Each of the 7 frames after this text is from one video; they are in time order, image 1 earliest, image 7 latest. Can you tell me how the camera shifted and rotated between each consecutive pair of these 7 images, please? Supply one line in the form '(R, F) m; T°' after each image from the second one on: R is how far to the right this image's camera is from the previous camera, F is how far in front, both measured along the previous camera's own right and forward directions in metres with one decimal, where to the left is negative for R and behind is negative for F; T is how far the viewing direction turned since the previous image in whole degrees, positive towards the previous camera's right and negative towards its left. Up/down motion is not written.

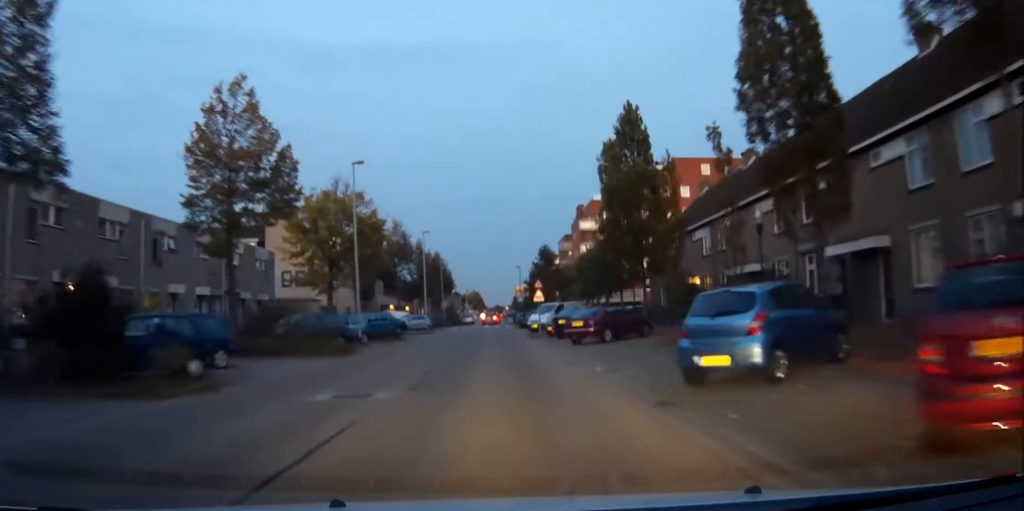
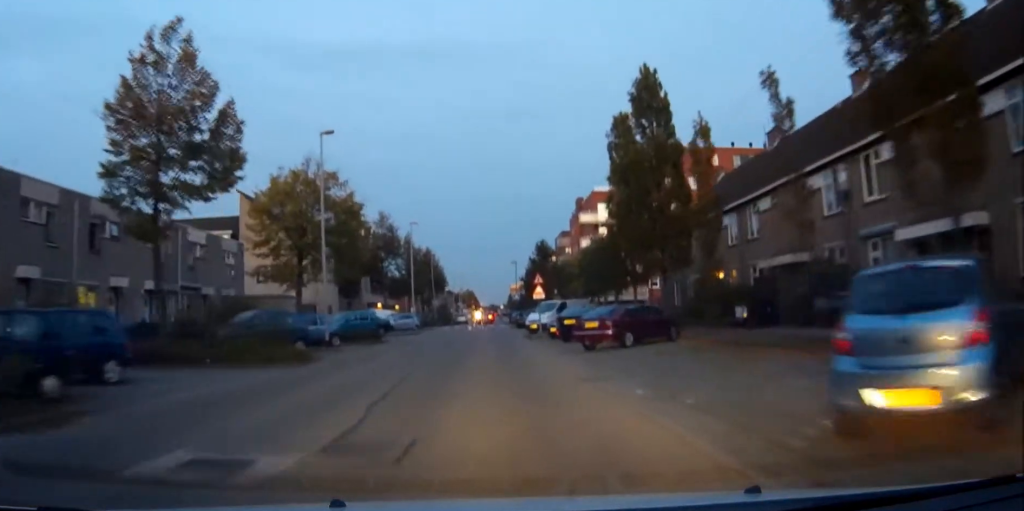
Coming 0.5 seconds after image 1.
(0.0, +5.5) m; 0°
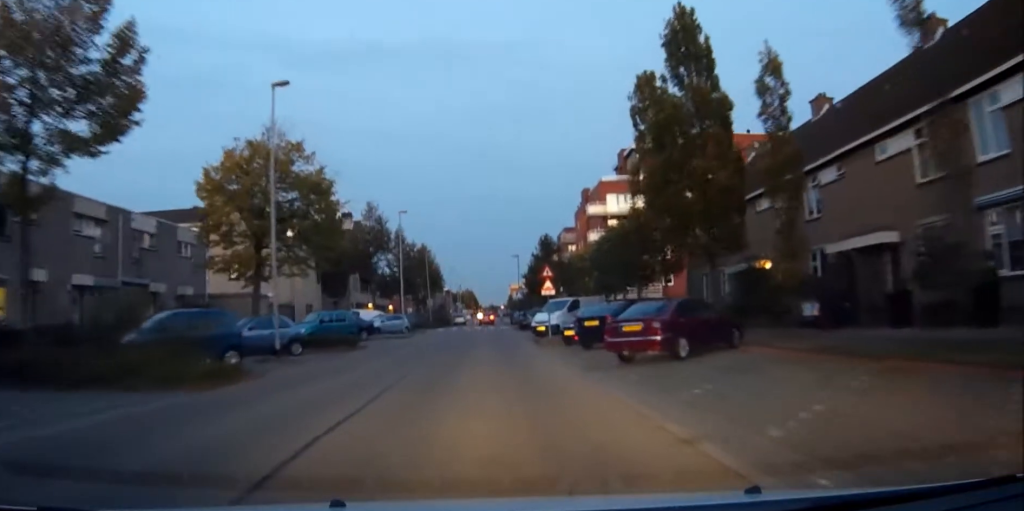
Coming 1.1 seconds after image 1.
(0.0, +6.4) m; 0°
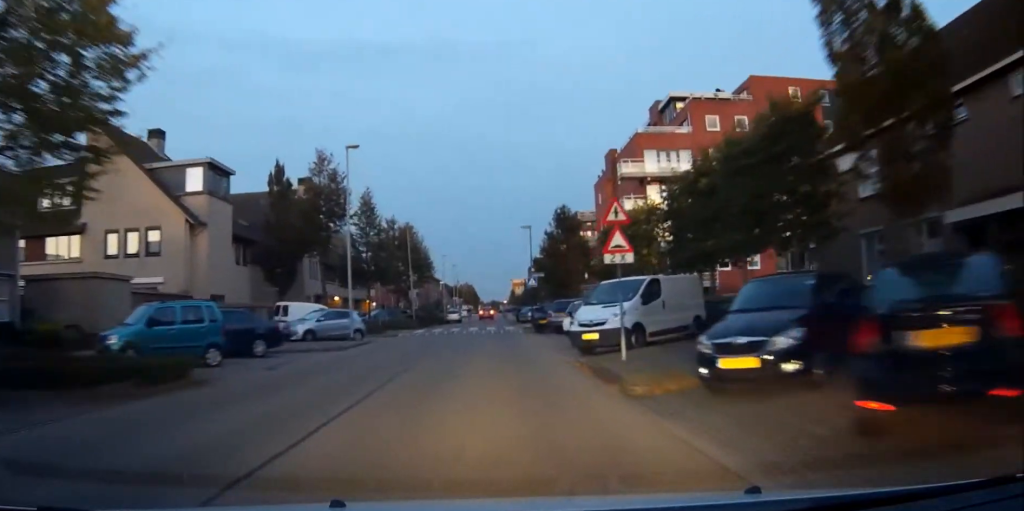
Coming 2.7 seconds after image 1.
(-0.3, +18.5) m; -3°
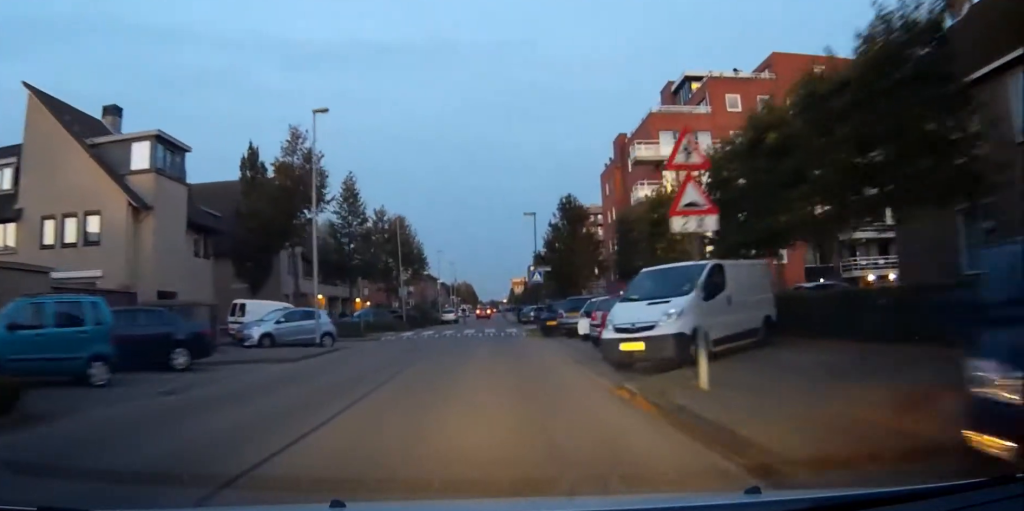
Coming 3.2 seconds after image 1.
(0.0, +6.0) m; -1°
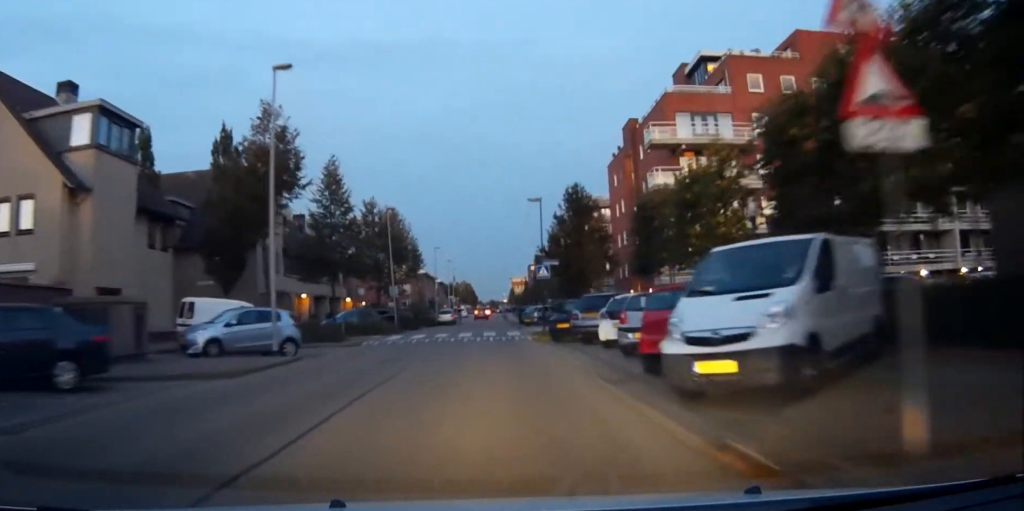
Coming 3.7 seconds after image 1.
(-0.1, +5.1) m; 0°
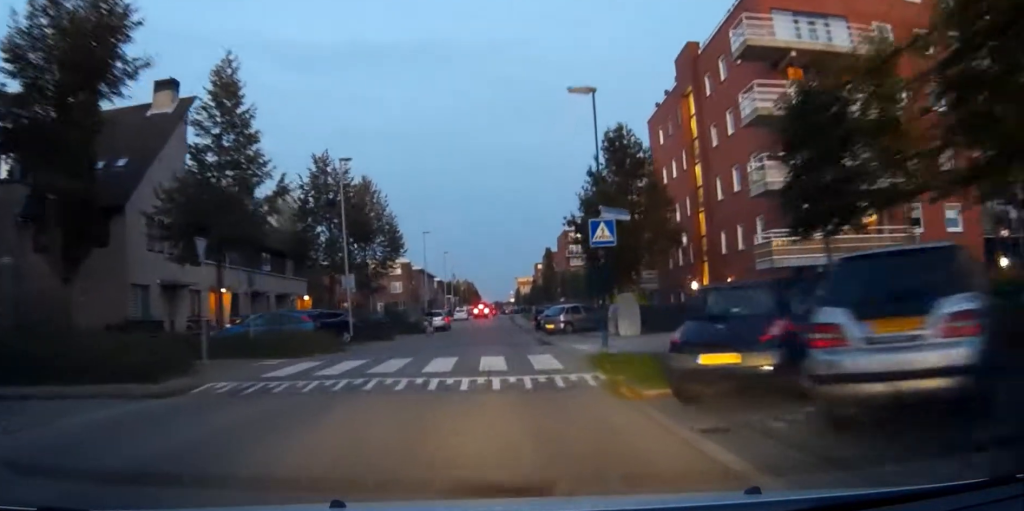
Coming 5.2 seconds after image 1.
(+0.1, +17.9) m; +1°
